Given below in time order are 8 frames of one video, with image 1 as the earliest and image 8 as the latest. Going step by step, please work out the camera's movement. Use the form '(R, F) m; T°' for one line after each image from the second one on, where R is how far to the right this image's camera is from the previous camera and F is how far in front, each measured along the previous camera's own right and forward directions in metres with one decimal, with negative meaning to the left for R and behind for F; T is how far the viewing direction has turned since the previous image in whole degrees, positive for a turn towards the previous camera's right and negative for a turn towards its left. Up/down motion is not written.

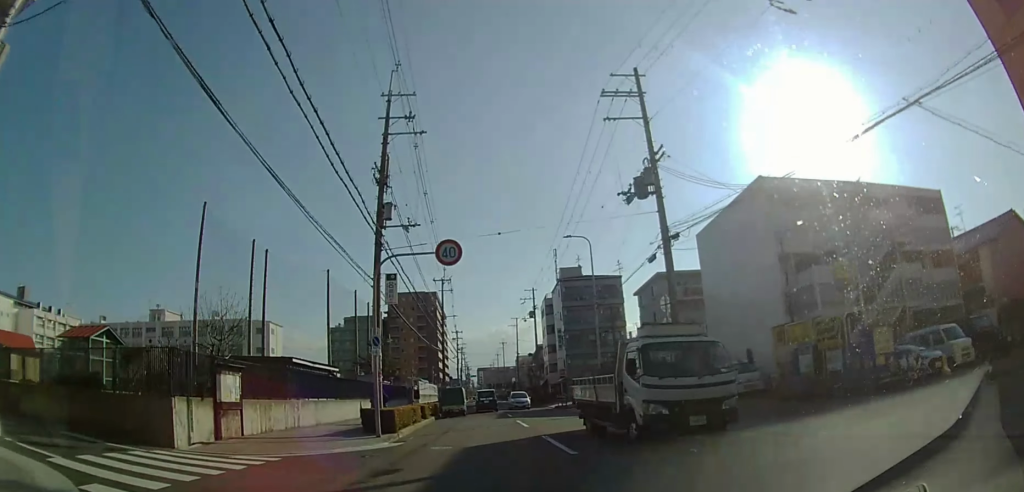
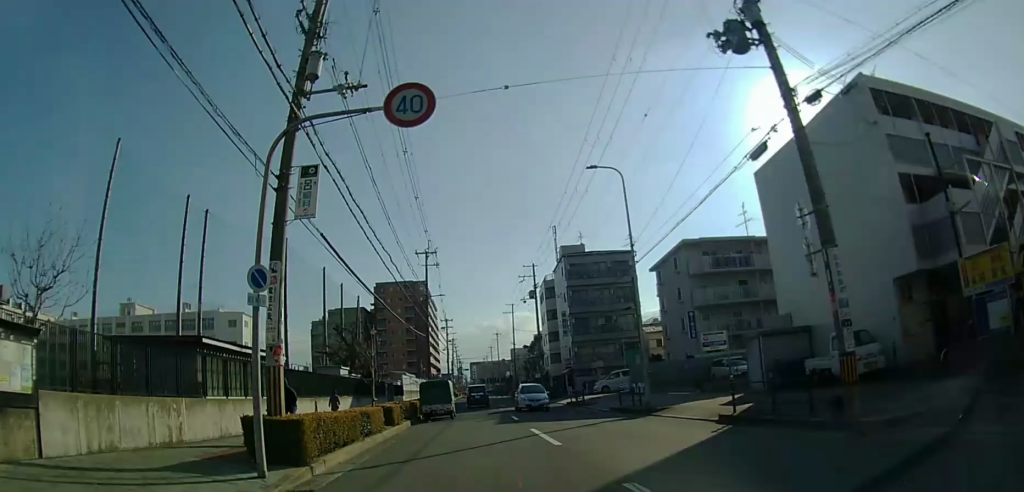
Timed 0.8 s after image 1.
(+0.1, +9.0) m; +1°
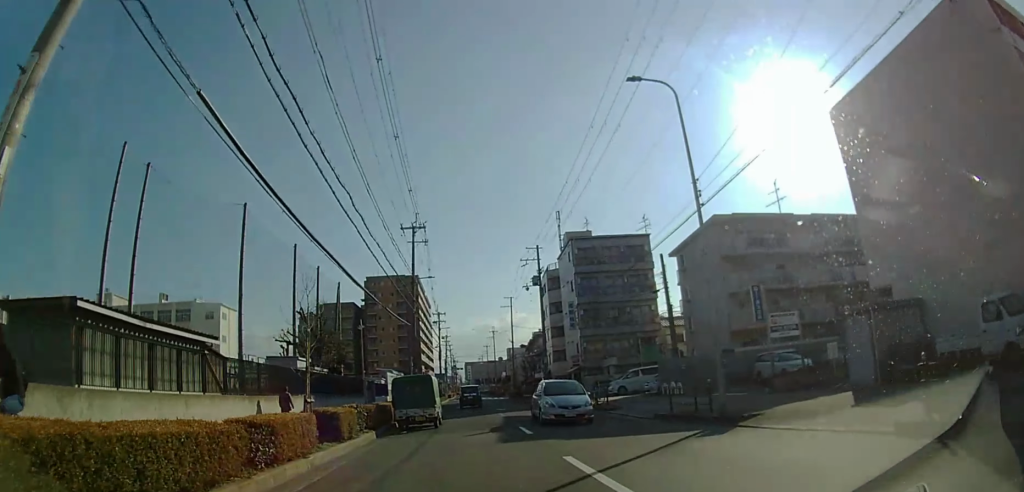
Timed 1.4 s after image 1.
(0.0, +7.3) m; 0°
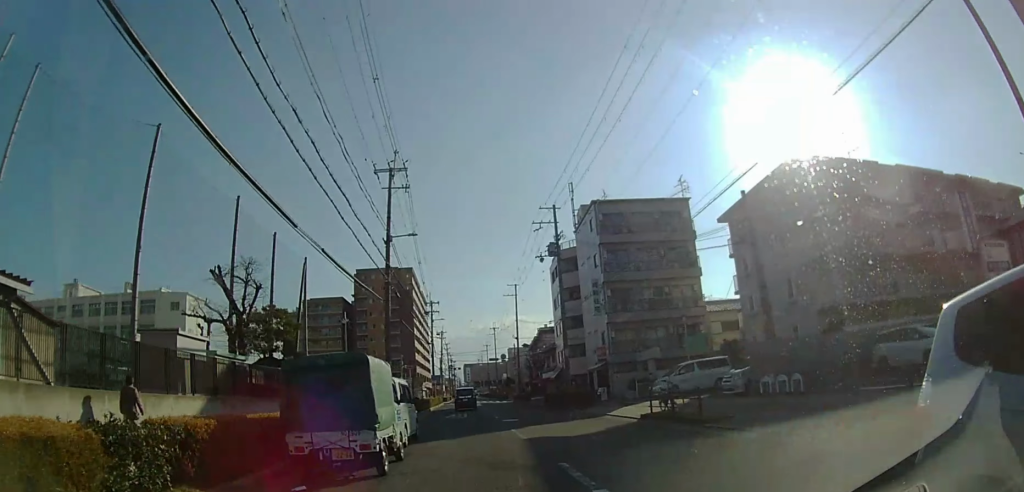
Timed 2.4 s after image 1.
(0.0, +11.0) m; 0°
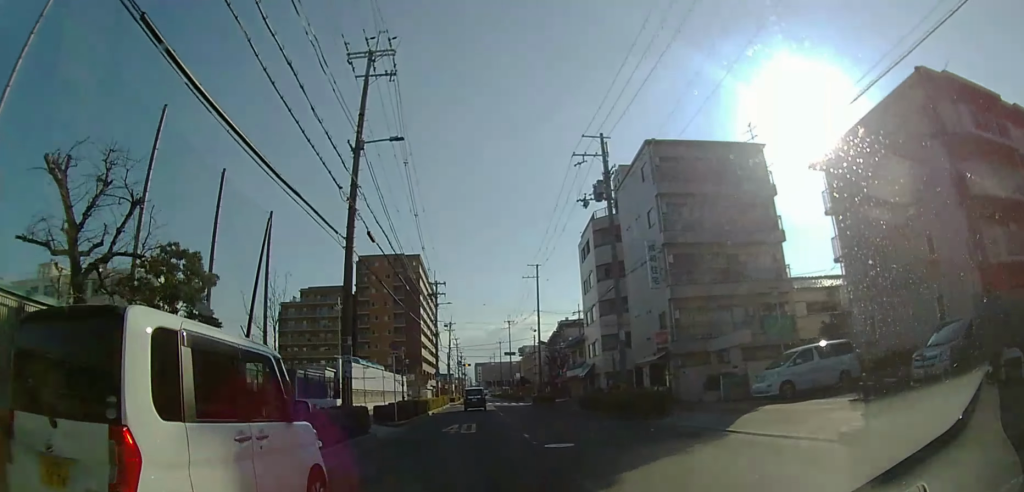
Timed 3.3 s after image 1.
(0.0, +11.3) m; -2°
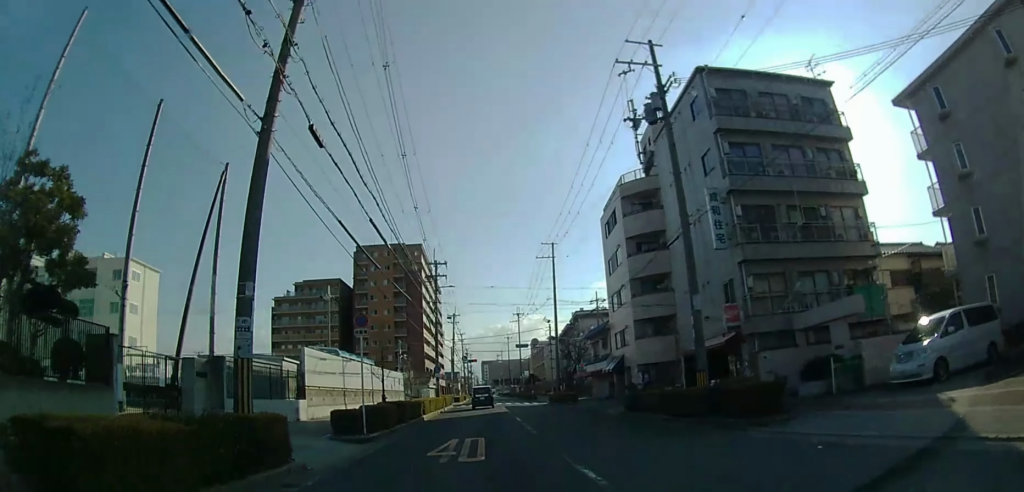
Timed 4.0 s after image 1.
(-0.2, +8.0) m; -1°
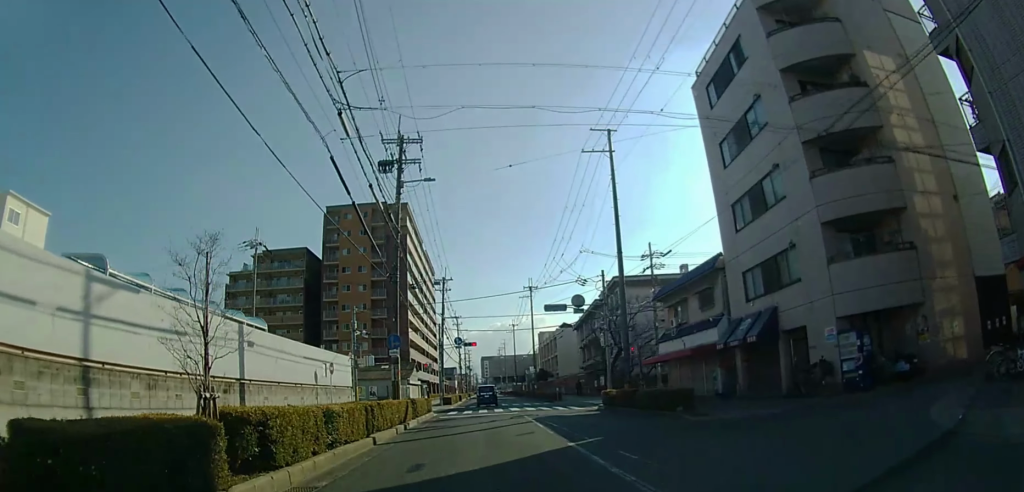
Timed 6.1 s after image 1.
(-0.2, +23.0) m; -1°
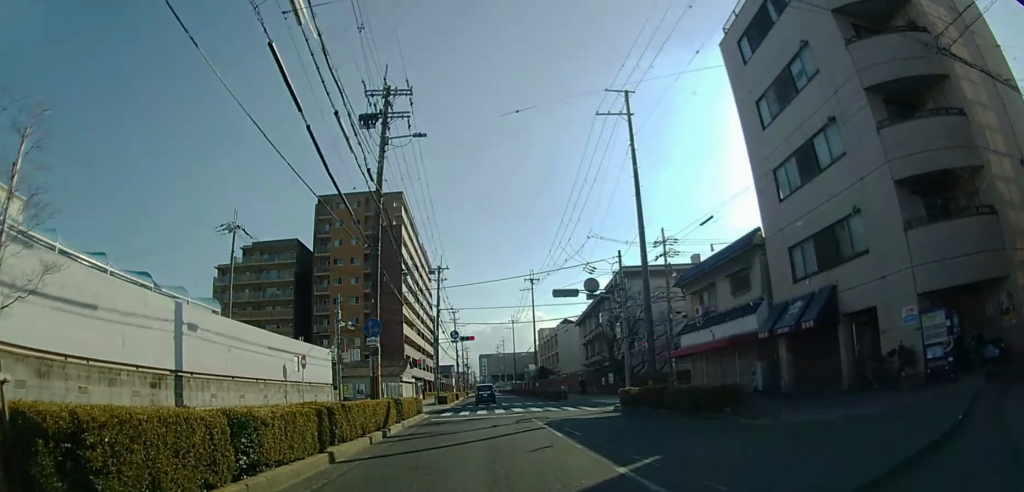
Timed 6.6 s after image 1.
(0.0, +4.6) m; 0°
